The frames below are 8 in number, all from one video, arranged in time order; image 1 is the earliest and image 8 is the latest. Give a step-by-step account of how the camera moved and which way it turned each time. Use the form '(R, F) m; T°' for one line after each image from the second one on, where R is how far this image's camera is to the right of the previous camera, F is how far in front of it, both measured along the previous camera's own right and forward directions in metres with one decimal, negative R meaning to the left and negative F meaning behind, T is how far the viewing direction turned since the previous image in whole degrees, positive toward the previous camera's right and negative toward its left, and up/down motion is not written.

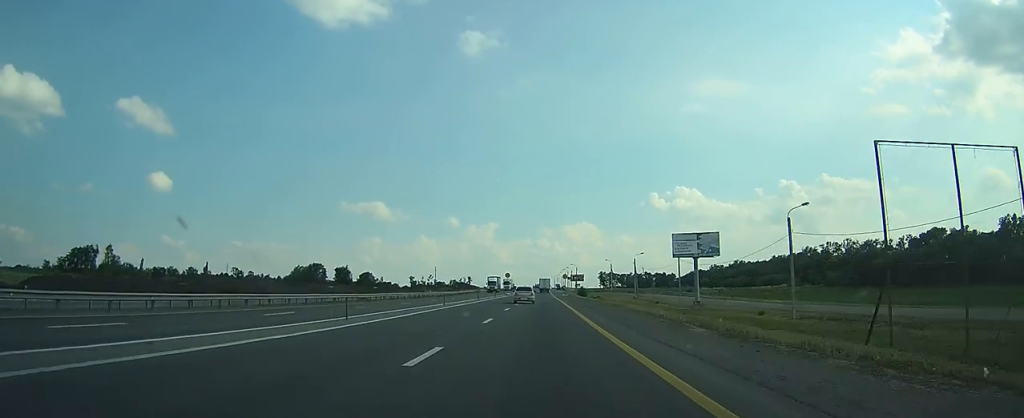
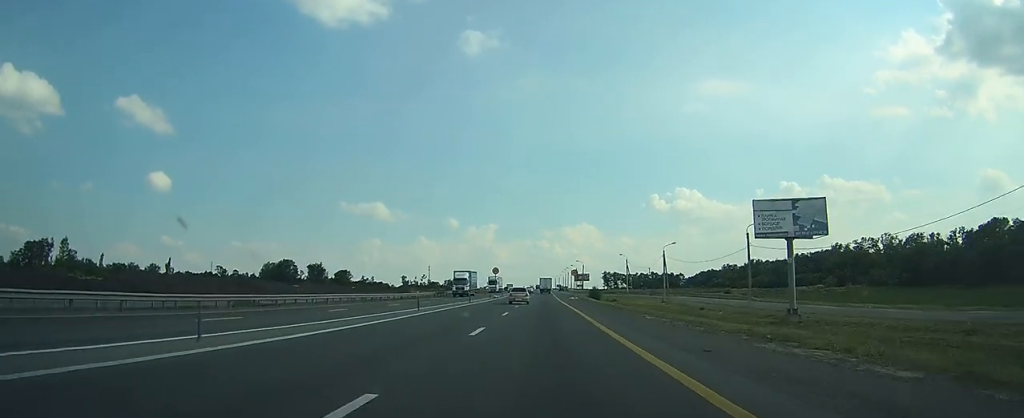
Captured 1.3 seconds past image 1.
(+0.1, +29.2) m; 0°
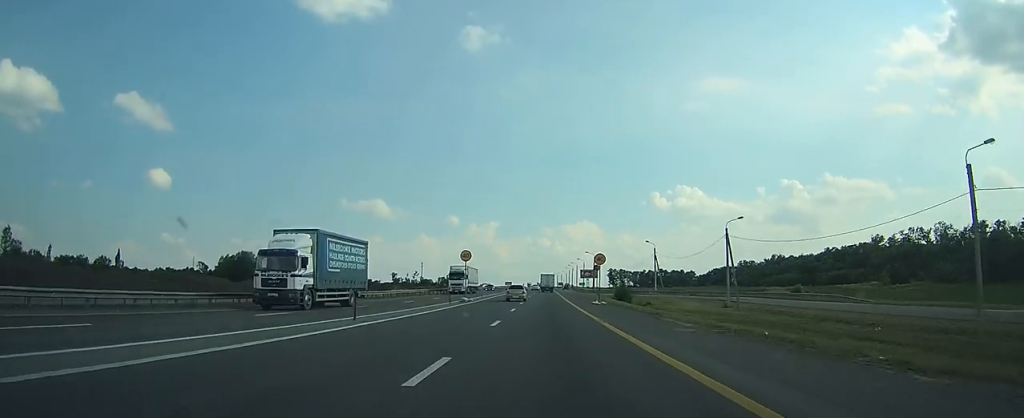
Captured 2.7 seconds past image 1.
(0.0, +32.4) m; 0°
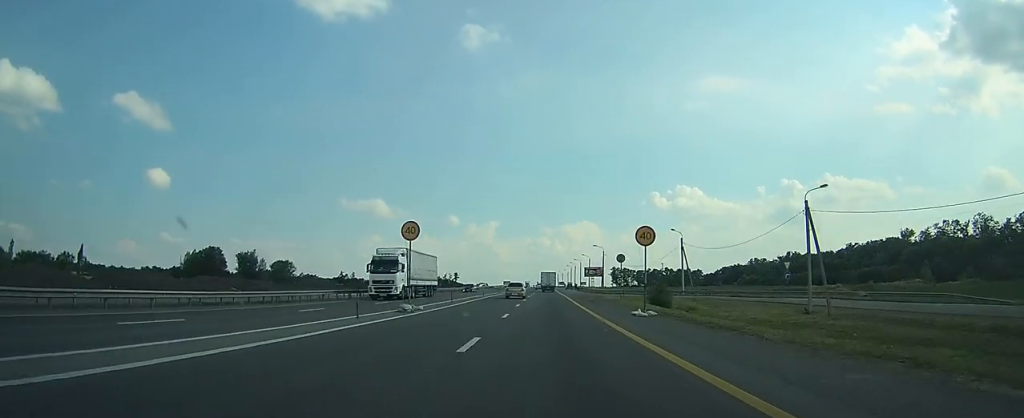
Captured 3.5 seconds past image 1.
(0.0, +20.2) m; 0°
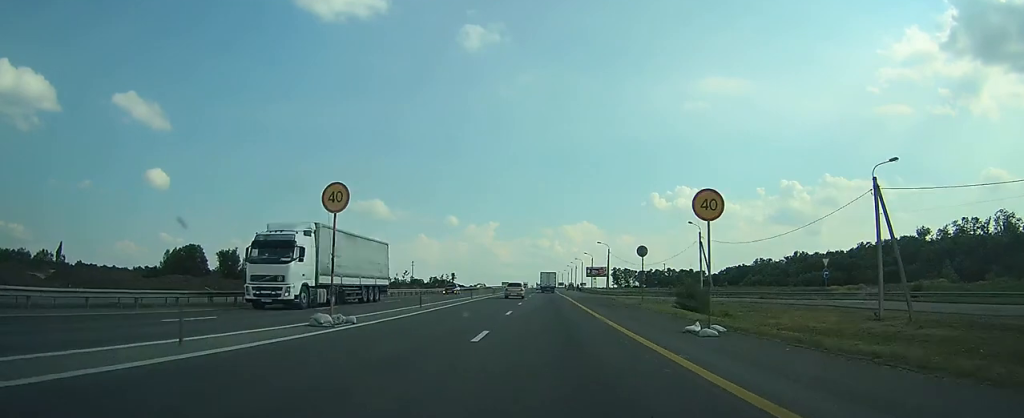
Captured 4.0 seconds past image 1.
(0.0, +10.1) m; 0°
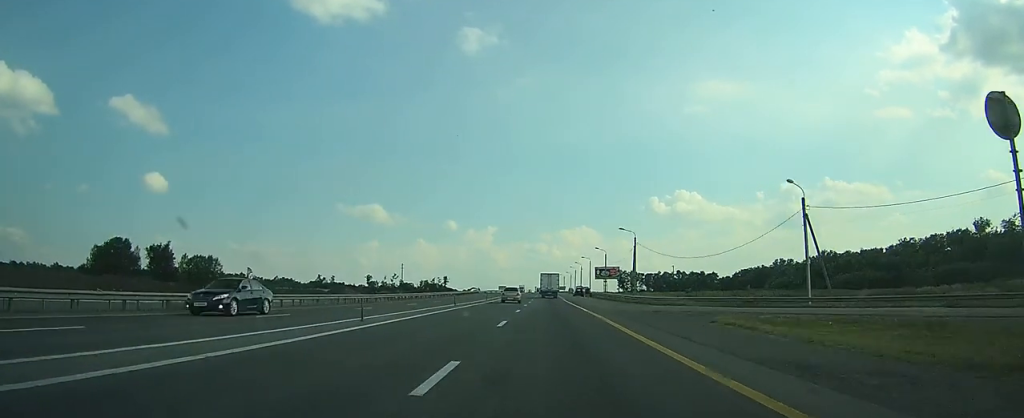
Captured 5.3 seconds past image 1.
(0.0, +30.6) m; 0°
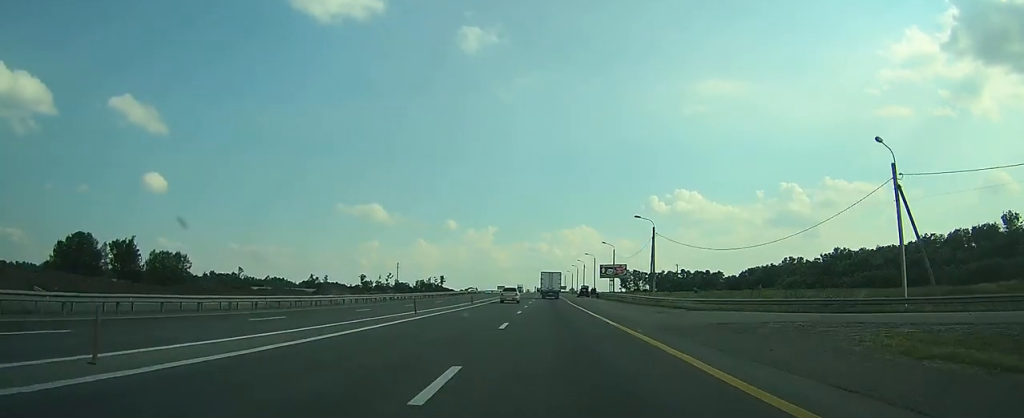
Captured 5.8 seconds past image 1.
(0.0, +12.6) m; 0°
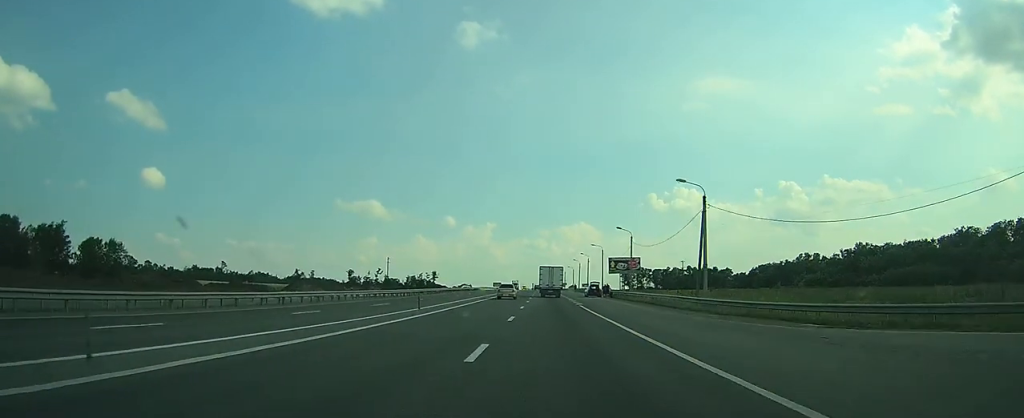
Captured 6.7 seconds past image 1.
(0.0, +20.5) m; 0°
